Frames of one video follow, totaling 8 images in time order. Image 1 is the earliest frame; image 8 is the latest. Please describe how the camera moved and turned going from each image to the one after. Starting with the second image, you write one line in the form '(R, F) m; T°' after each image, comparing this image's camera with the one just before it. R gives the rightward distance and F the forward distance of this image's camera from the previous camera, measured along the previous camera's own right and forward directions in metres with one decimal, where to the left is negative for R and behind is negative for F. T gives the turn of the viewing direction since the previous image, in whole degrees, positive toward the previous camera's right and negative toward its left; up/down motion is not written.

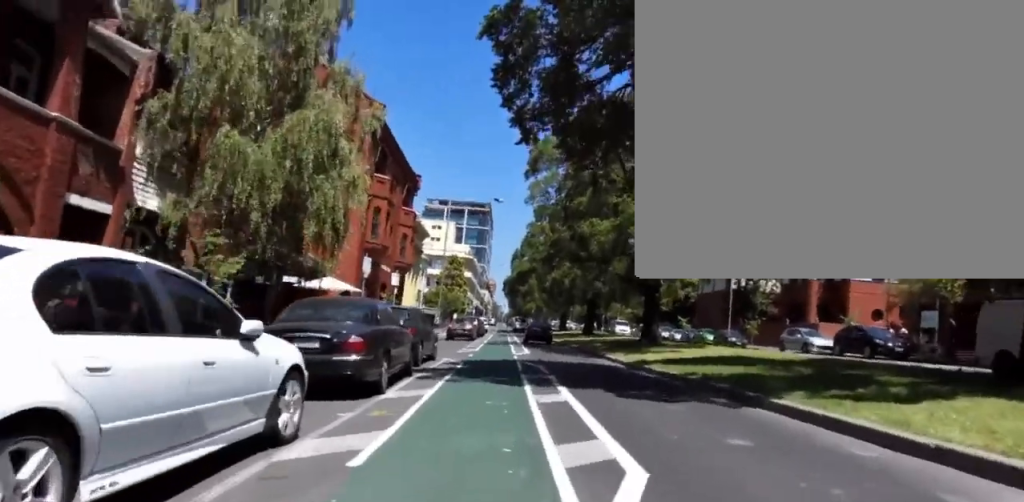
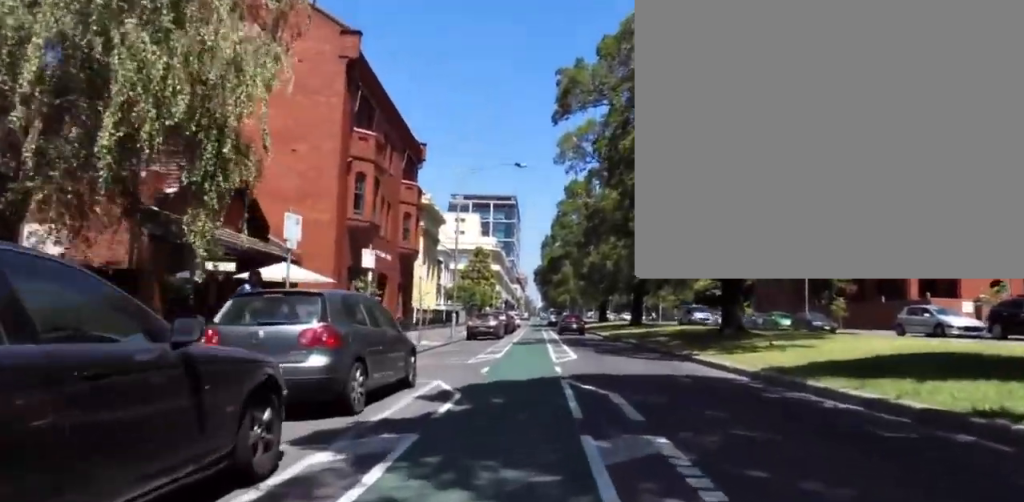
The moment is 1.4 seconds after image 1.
(+0.1, +9.1) m; -5°
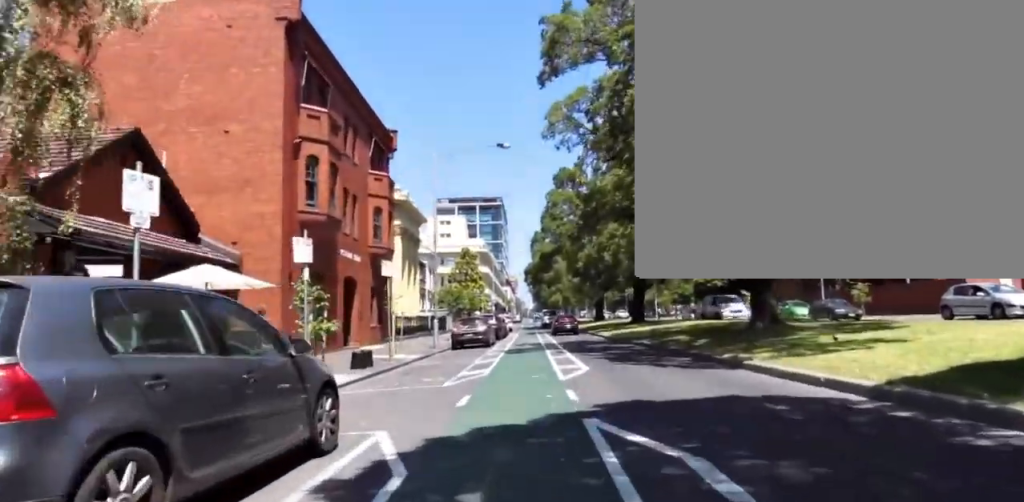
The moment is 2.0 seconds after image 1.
(-0.8, +4.2) m; -7°
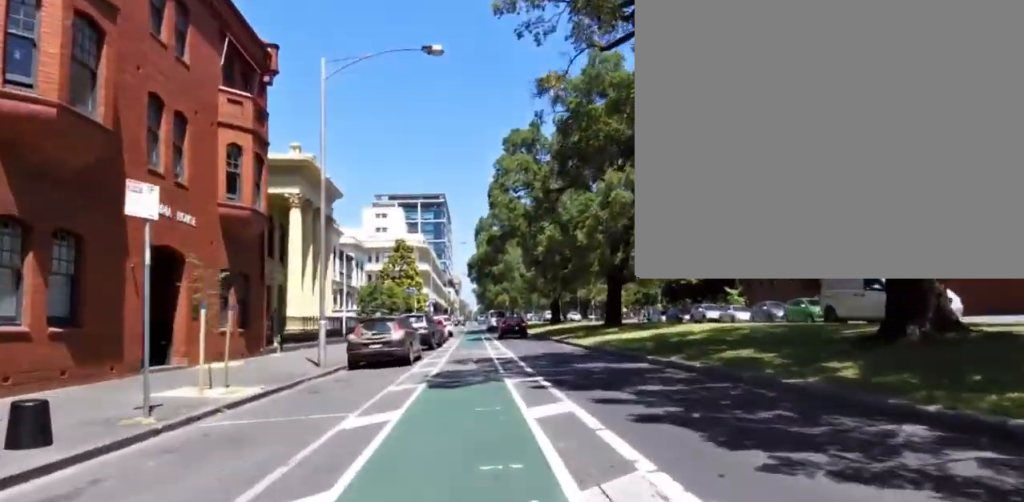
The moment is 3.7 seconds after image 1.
(-0.5, +10.5) m; +1°
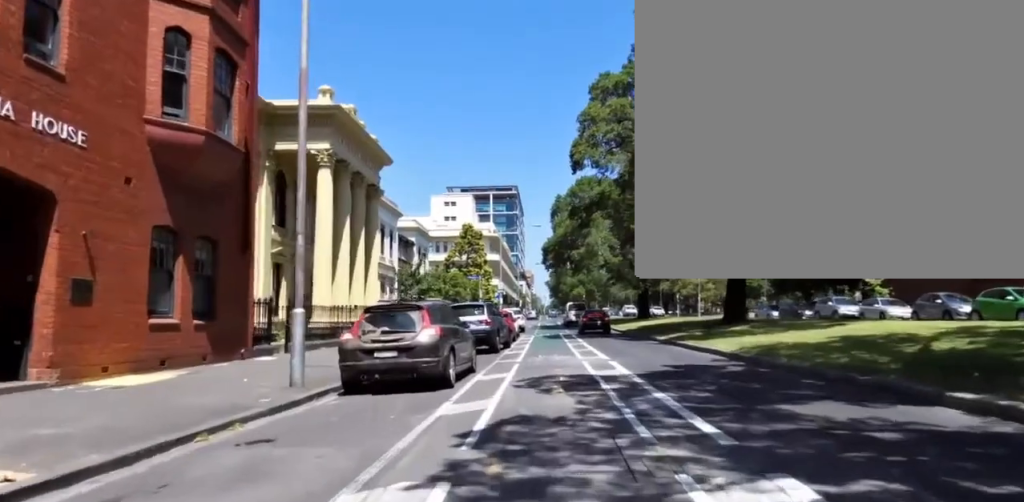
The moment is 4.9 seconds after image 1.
(+0.9, +7.5) m; +6°
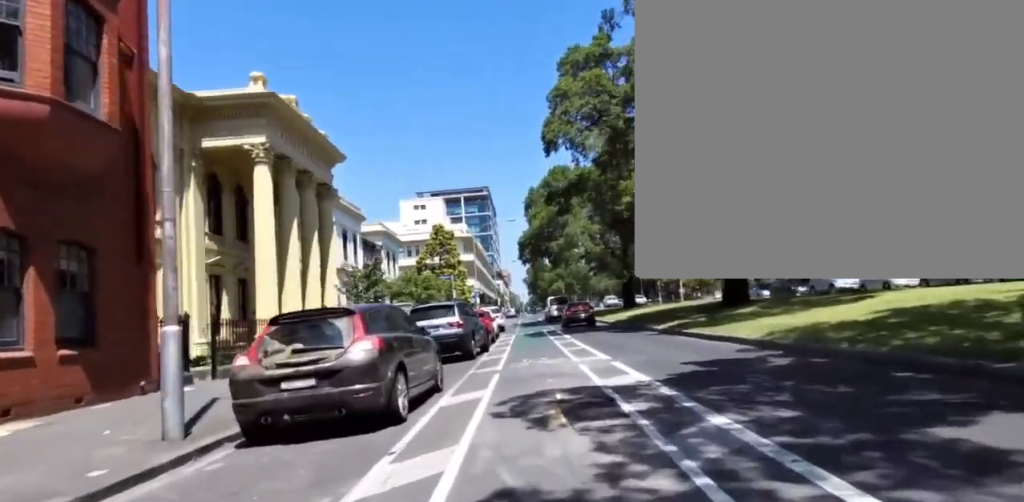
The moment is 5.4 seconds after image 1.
(+0.4, +2.8) m; -1°
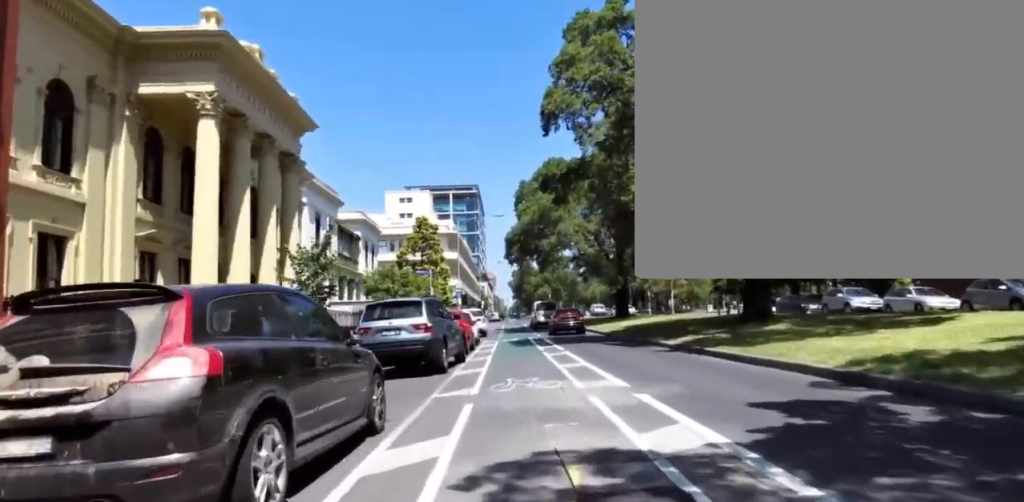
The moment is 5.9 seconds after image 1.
(-0.6, +3.3) m; -5°
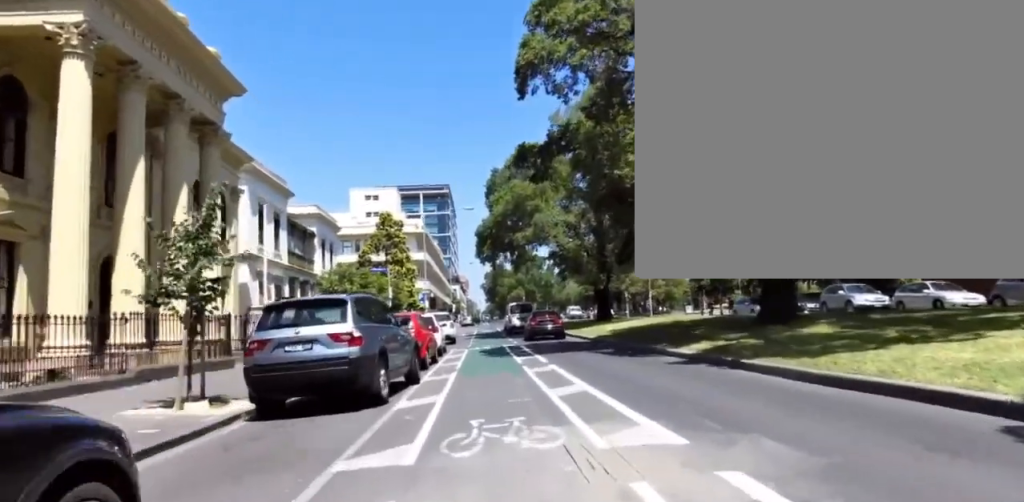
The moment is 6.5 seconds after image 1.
(-0.3, +3.8) m; -2°
